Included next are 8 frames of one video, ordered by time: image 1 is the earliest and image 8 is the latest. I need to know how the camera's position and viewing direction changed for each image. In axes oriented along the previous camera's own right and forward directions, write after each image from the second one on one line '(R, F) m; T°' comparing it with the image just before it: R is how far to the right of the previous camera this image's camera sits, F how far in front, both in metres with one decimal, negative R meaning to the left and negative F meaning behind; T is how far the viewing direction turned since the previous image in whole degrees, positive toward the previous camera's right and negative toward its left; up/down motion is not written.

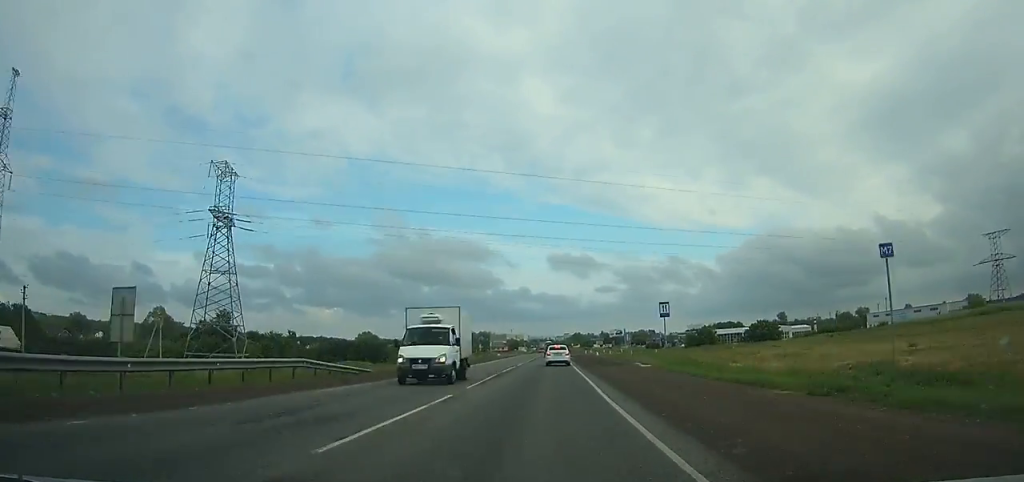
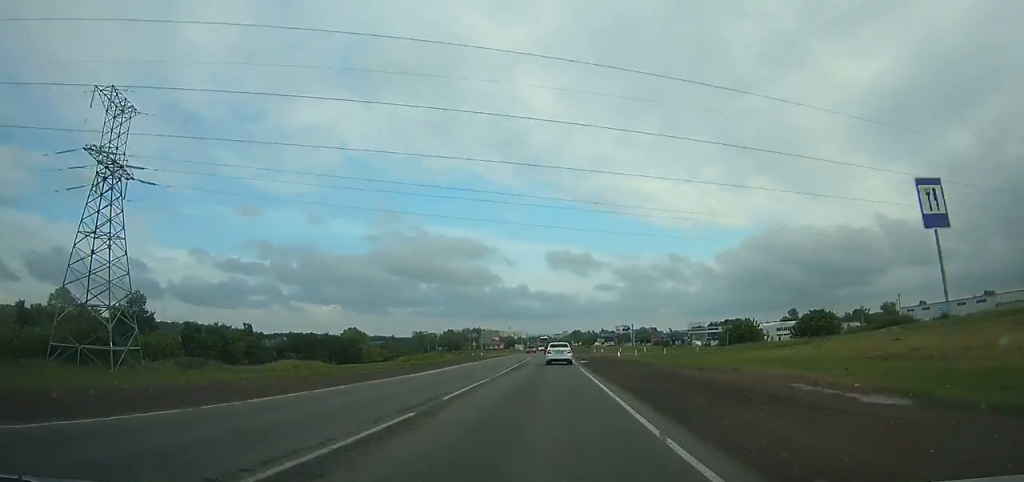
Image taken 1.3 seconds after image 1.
(-0.1, +27.5) m; 0°
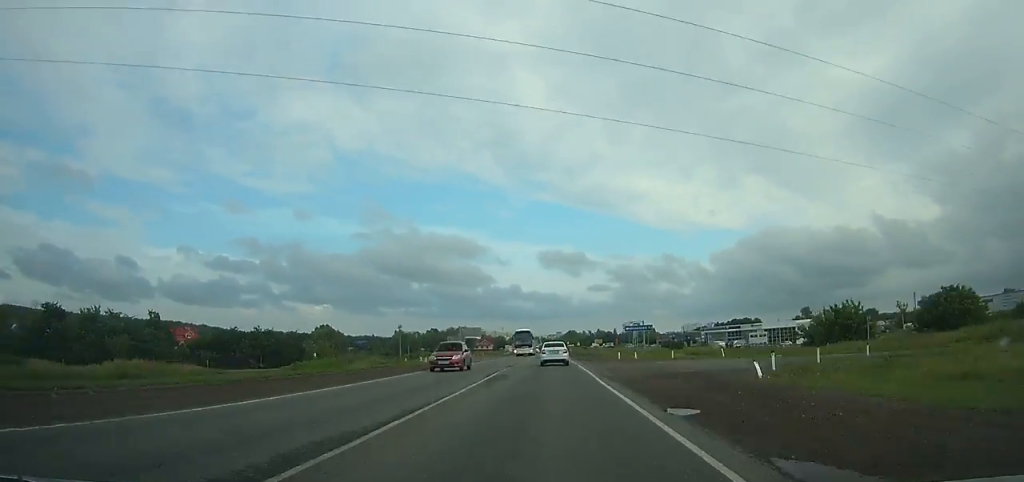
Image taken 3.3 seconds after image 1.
(+0.4, +40.9) m; +1°
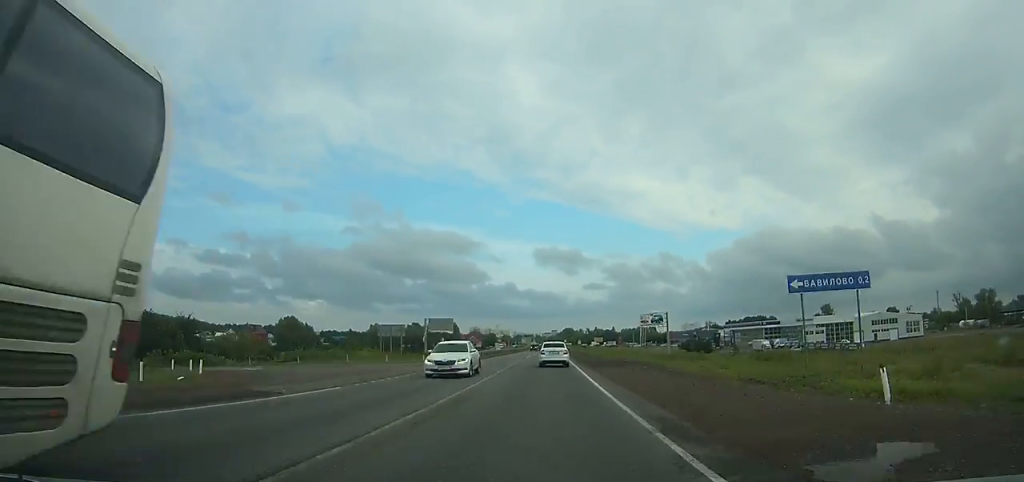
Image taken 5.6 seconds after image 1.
(+0.3, +46.2) m; 0°
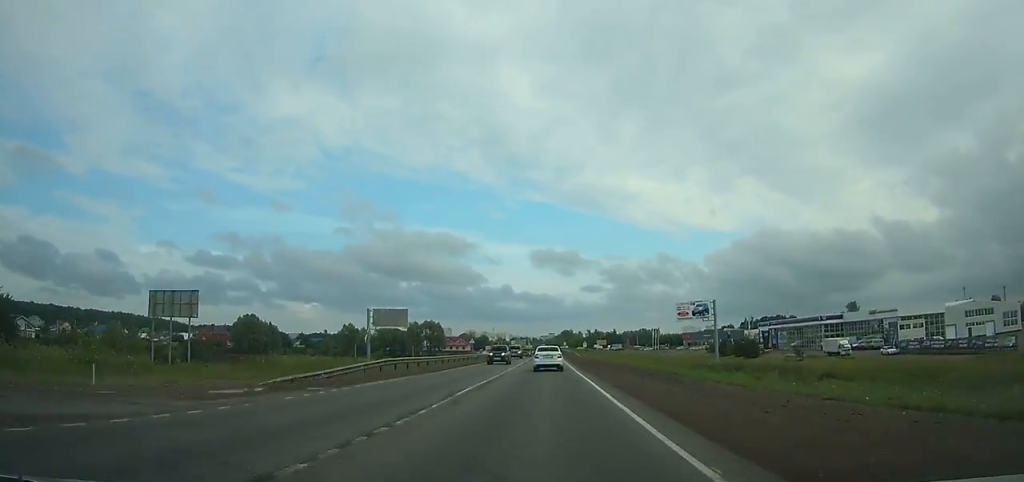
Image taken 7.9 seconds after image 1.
(+0.1, +45.5) m; 0°
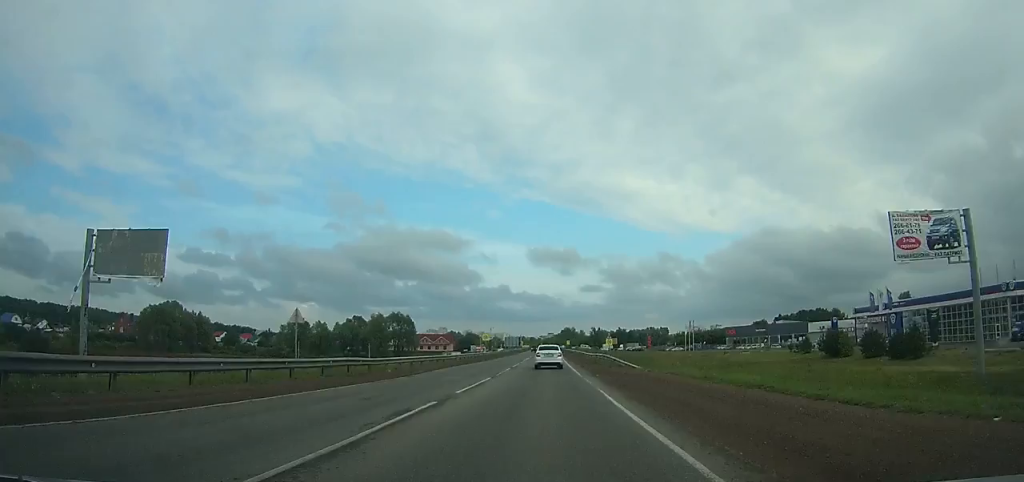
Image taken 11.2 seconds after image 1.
(0.0, +65.5) m; 0°
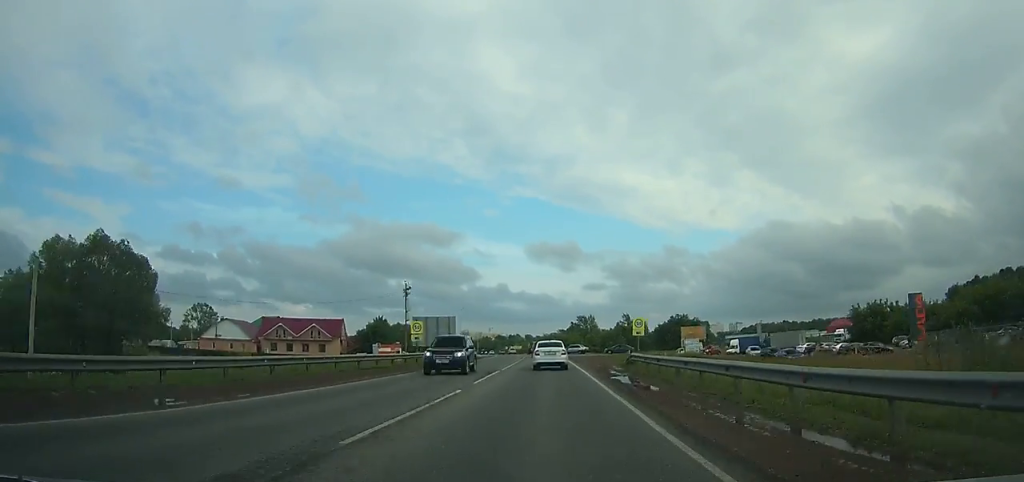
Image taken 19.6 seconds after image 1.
(+0.5, +167.6) m; 0°
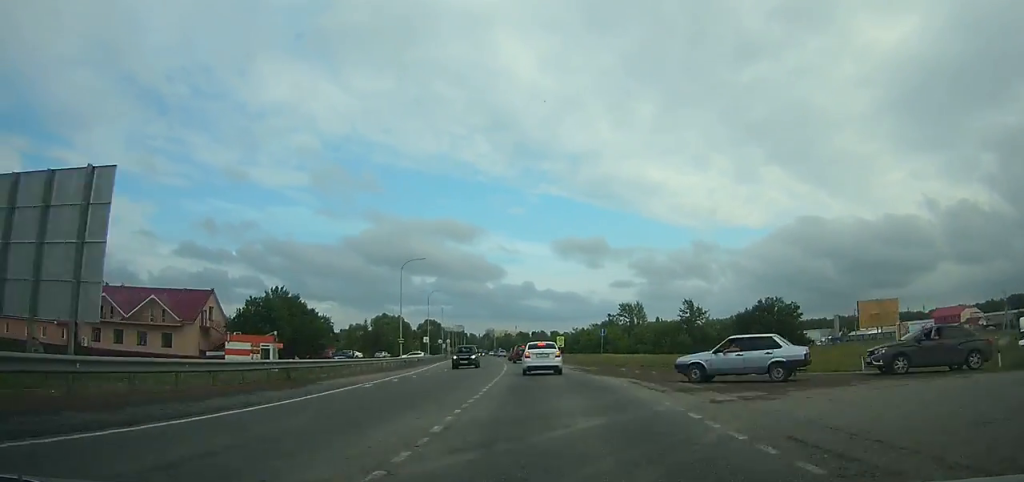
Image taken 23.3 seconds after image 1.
(-1.6, +68.0) m; -3°
